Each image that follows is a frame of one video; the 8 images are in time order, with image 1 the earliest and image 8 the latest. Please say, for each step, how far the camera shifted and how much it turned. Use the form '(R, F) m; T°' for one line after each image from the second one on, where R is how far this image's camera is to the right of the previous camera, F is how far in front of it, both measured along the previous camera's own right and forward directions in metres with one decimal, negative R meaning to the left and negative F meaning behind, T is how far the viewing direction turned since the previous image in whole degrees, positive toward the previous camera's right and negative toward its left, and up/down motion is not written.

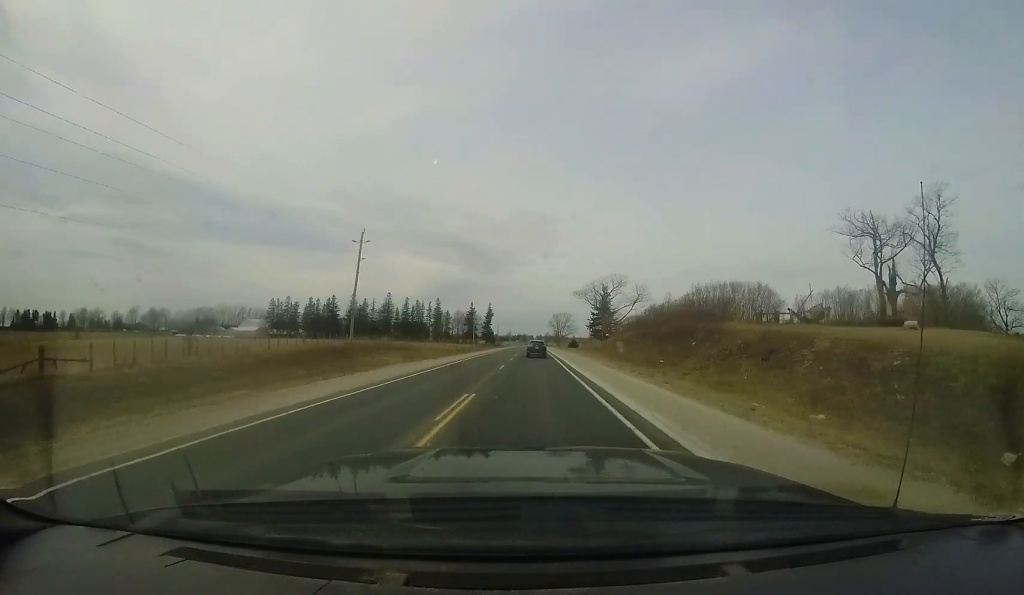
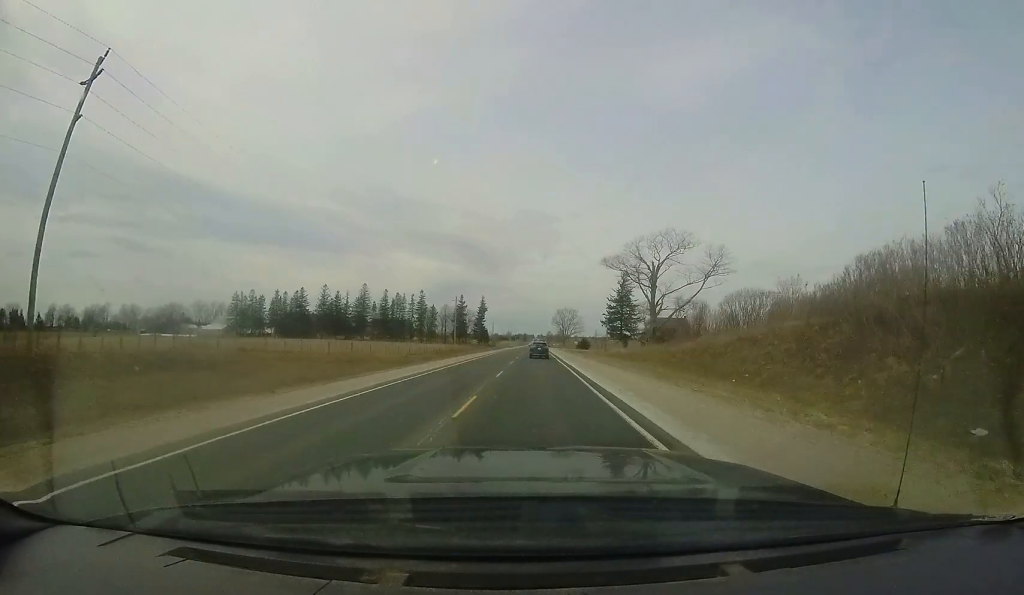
(-0.3, +30.3) m; 0°
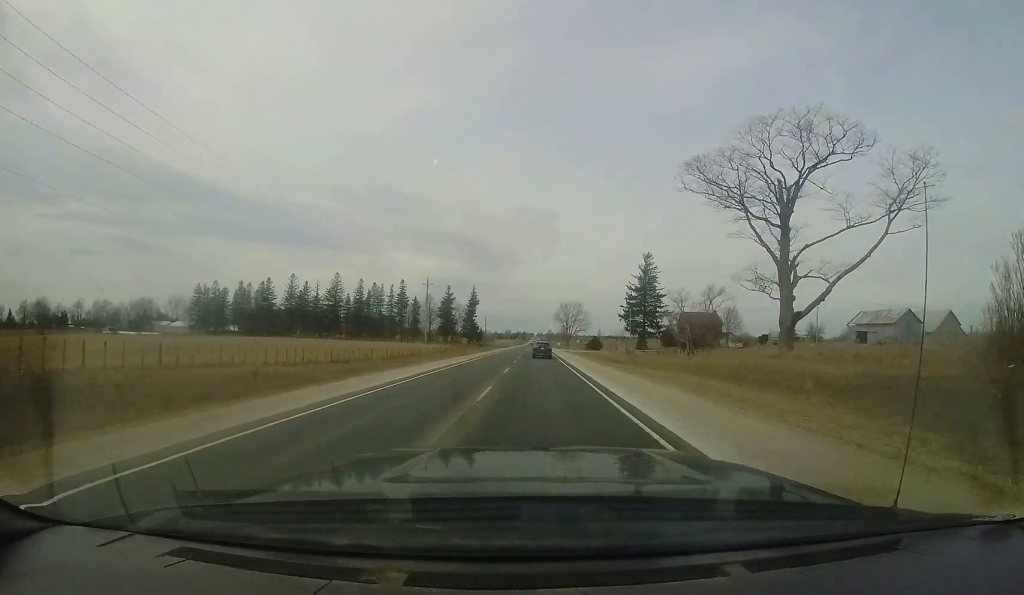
(+0.4, +24.2) m; 0°
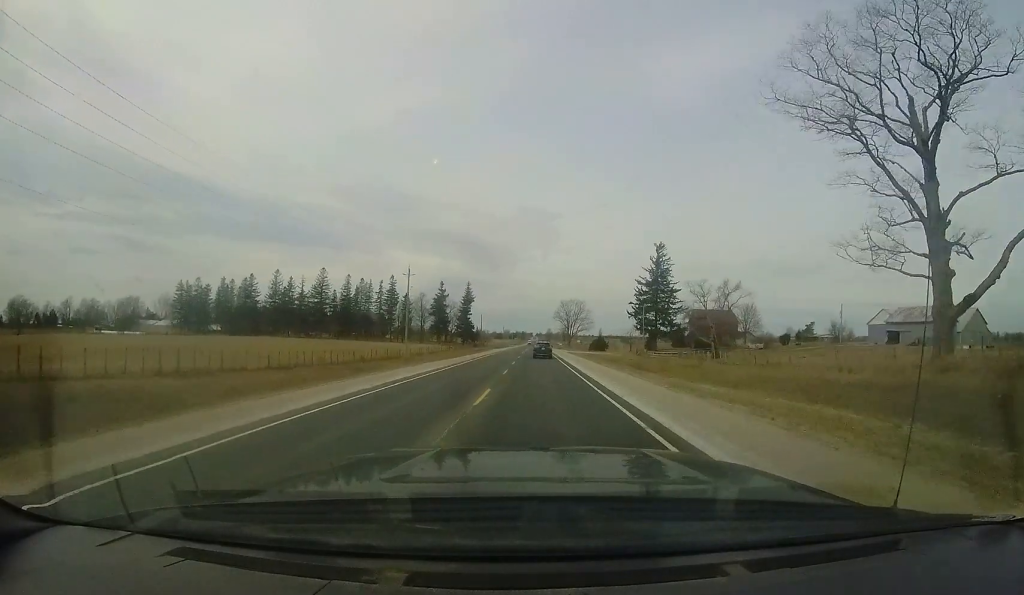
(-0.1, +9.7) m; 0°
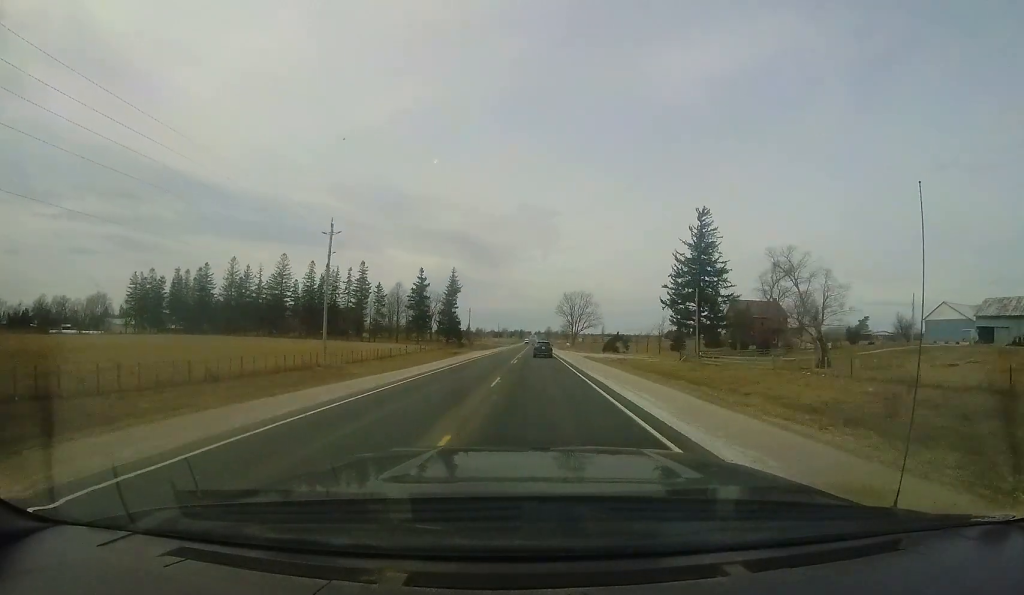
(0.0, +22.4) m; 0°
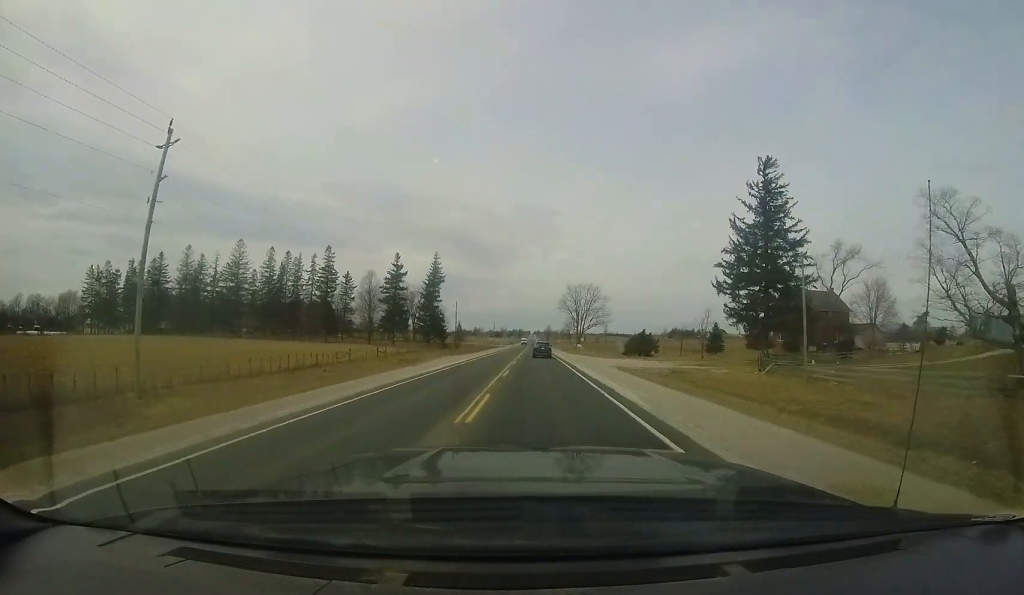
(0.0, +18.8) m; 0°
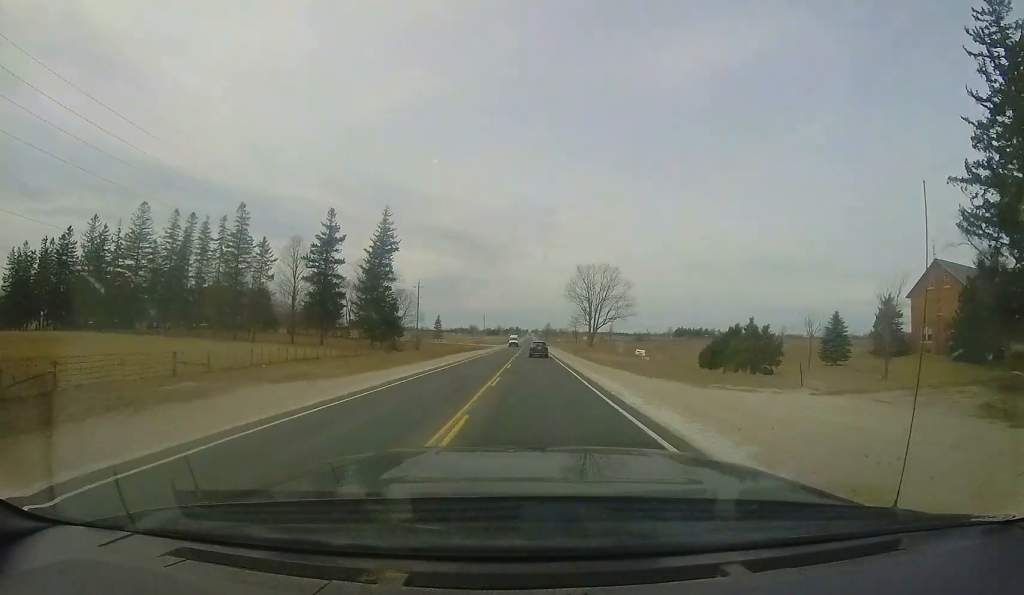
(-0.2, +30.5) m; 0°
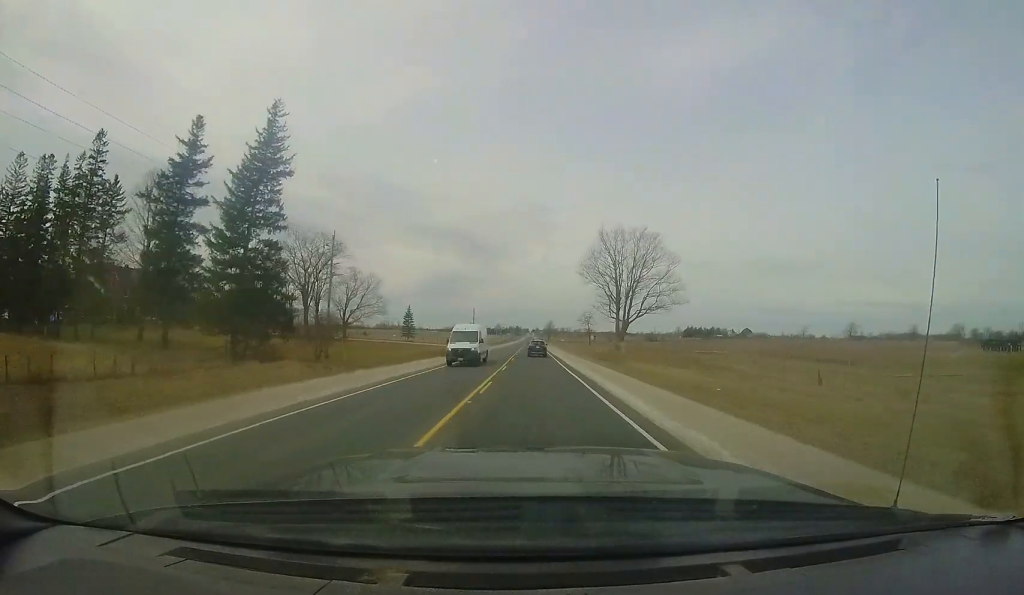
(+0.4, +29.3) m; +1°
